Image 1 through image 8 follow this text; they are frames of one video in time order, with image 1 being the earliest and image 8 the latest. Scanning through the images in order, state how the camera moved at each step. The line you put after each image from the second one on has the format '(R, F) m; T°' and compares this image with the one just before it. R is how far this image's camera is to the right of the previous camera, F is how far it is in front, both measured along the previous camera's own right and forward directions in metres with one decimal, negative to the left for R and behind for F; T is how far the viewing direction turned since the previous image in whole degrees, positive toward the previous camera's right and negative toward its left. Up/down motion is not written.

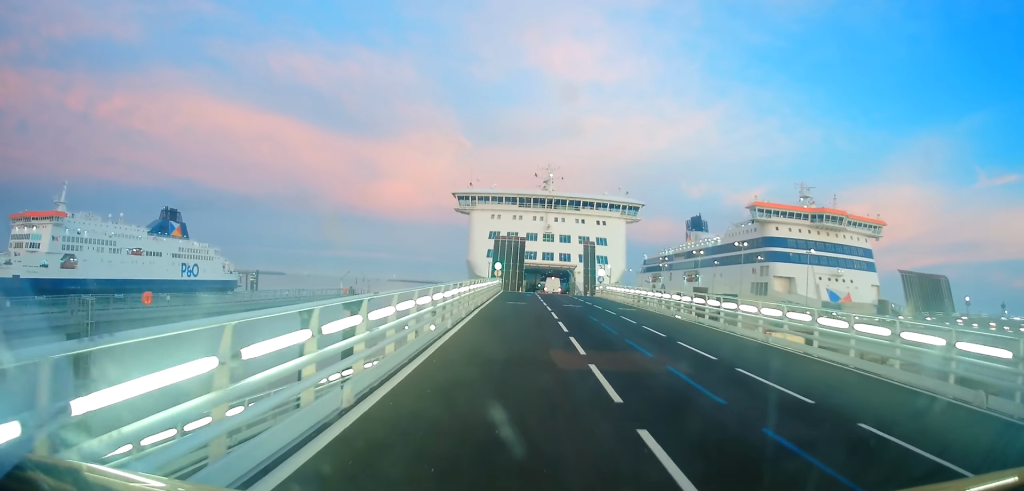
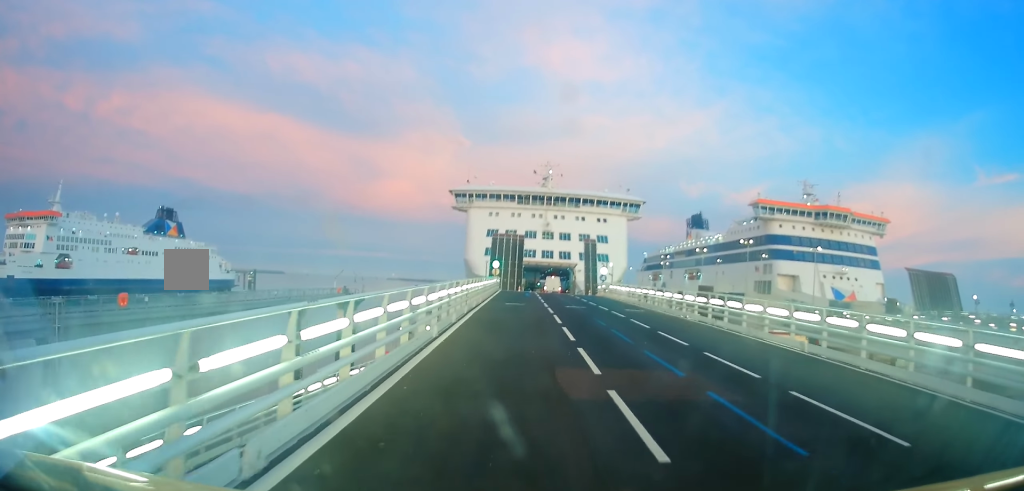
(+0.1, +2.3) m; 0°
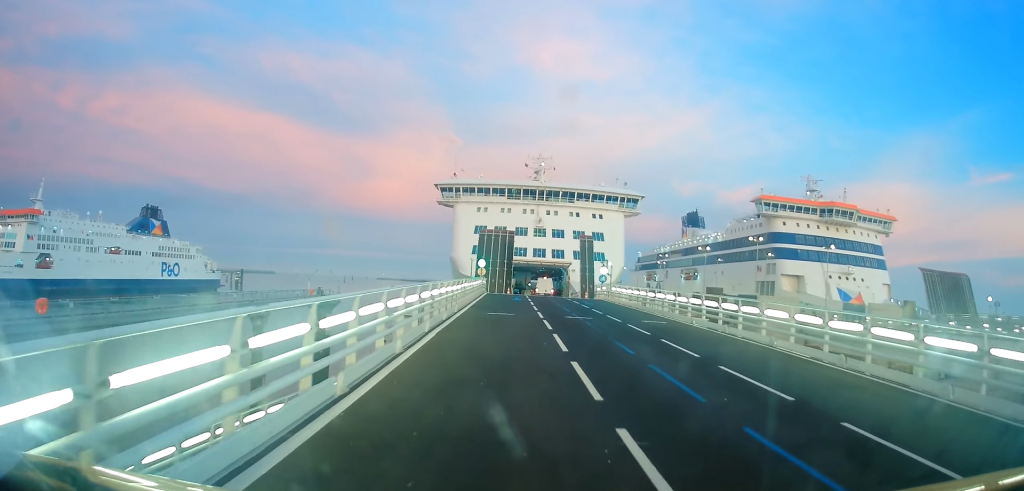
(+0.2, +6.1) m; 0°
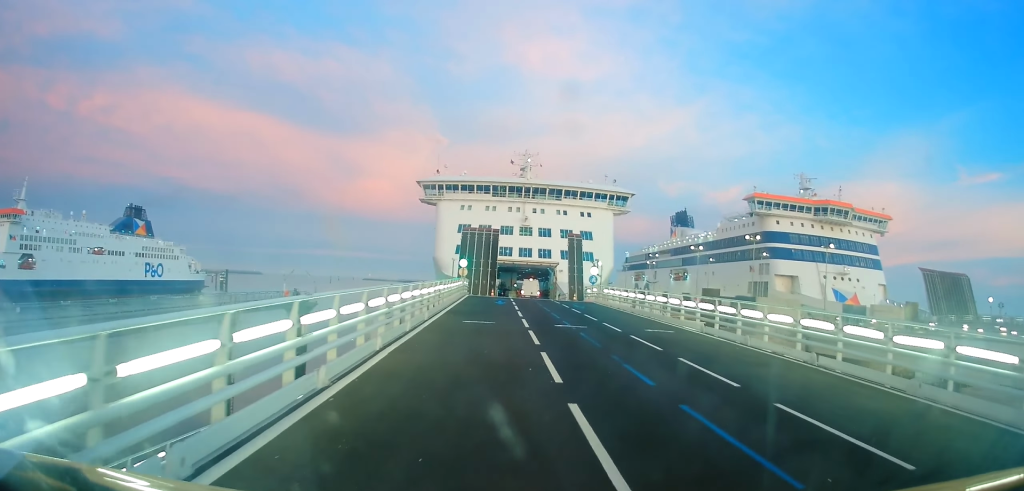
(-0.3, +3.2) m; 0°
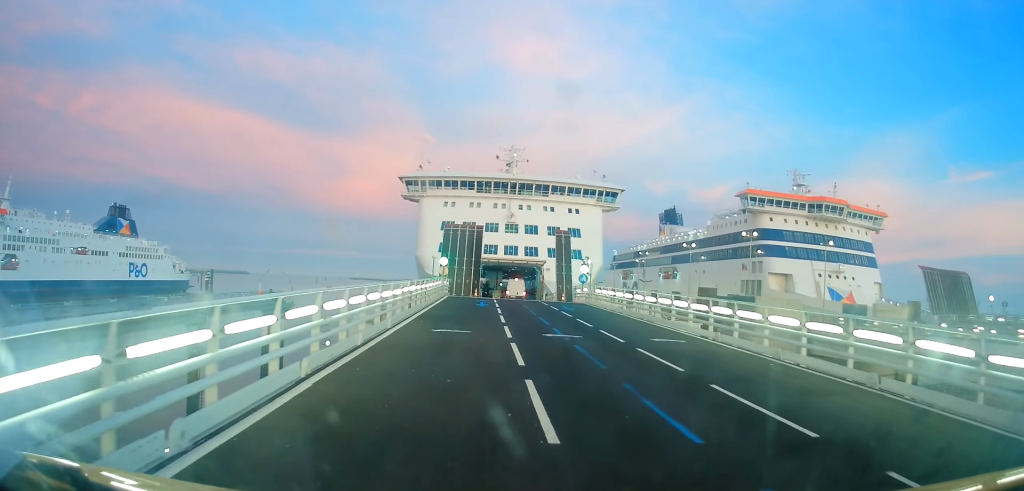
(+0.2, +3.0) m; +2°
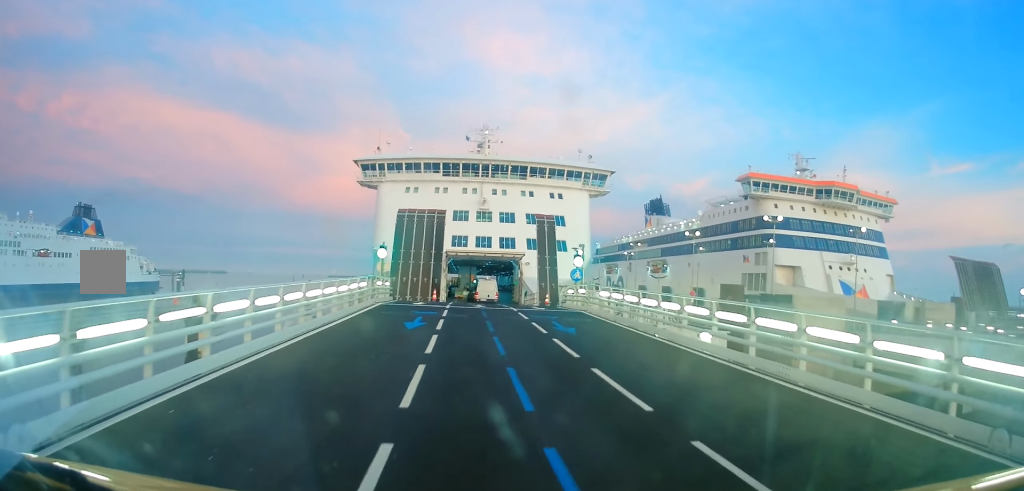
(+0.3, +11.5) m; -1°
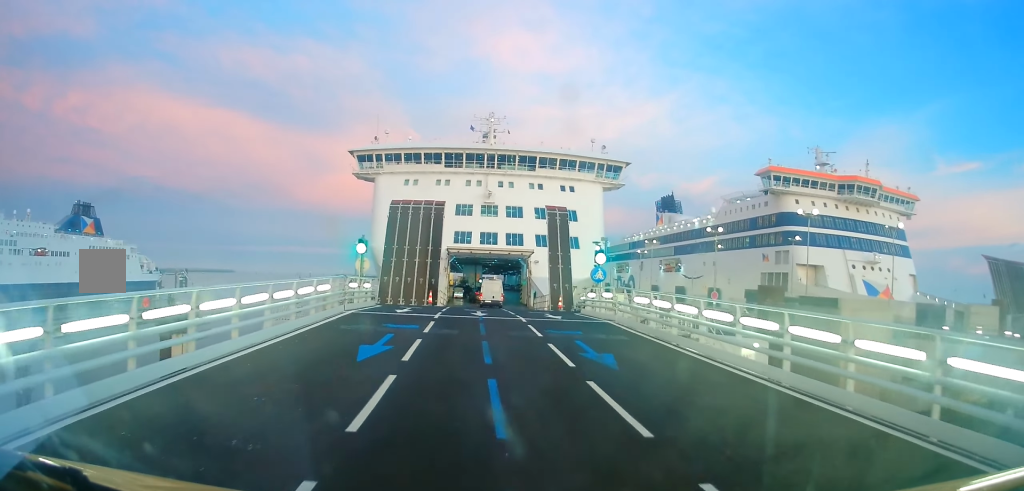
(-0.1, +5.2) m; 0°
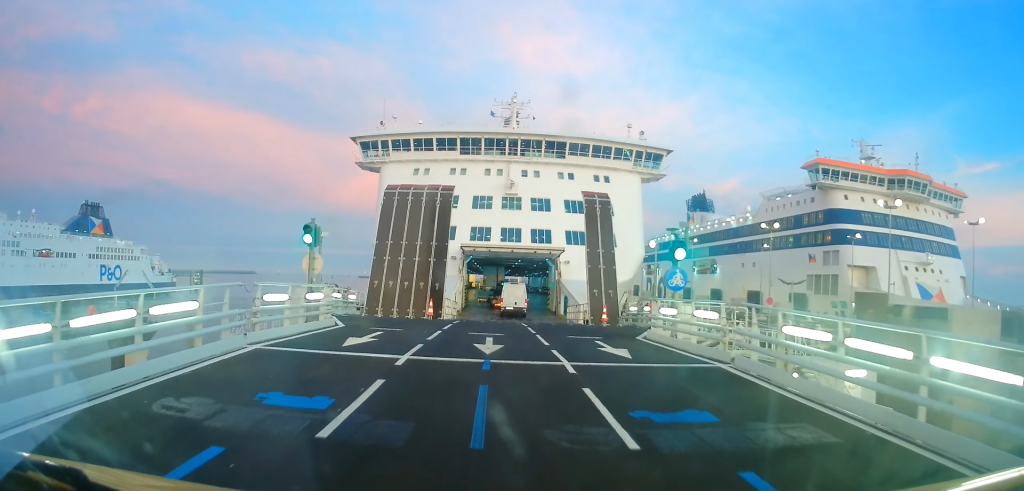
(-0.2, +8.8) m; 0°
